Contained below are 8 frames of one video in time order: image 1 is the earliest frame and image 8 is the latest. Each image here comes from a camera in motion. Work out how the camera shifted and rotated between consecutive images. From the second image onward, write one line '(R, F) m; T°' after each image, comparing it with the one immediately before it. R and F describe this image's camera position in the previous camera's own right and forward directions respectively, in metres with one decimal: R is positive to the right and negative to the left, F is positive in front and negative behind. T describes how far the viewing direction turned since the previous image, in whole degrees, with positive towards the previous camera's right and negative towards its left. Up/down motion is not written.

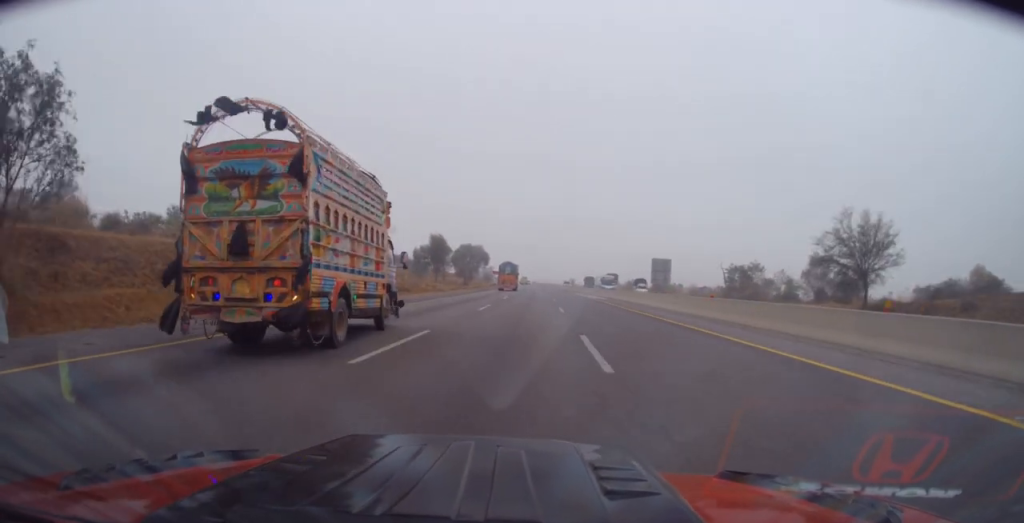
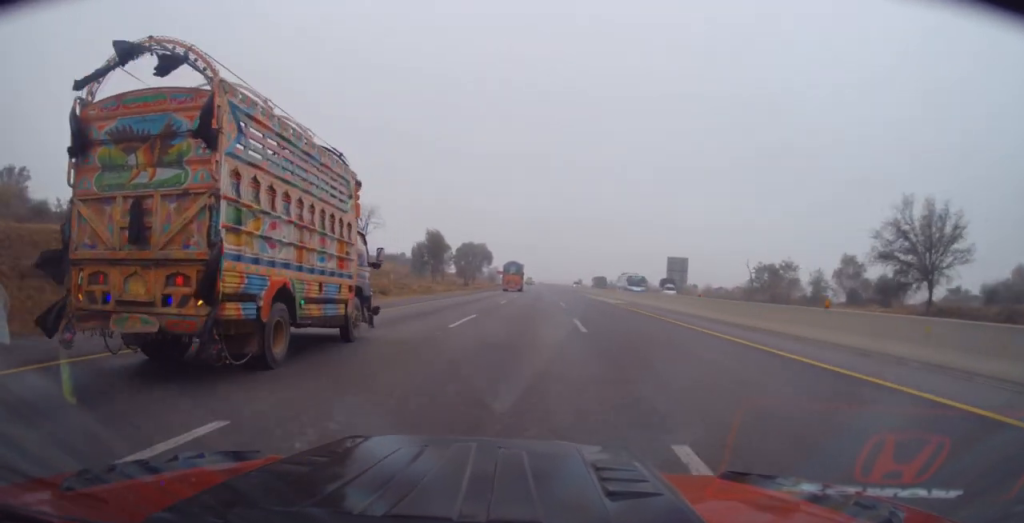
(-0.1, +9.9) m; -1°
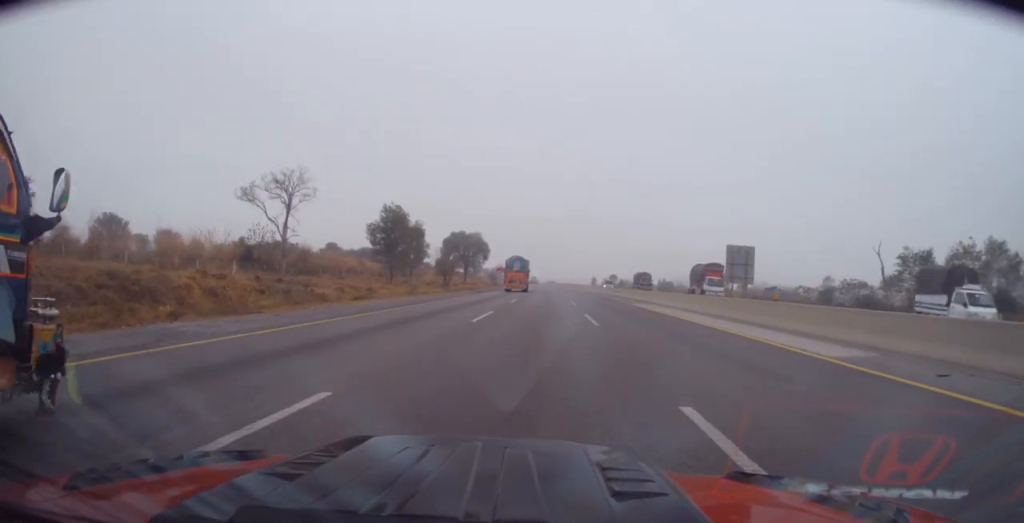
(-0.7, +34.1) m; -1°
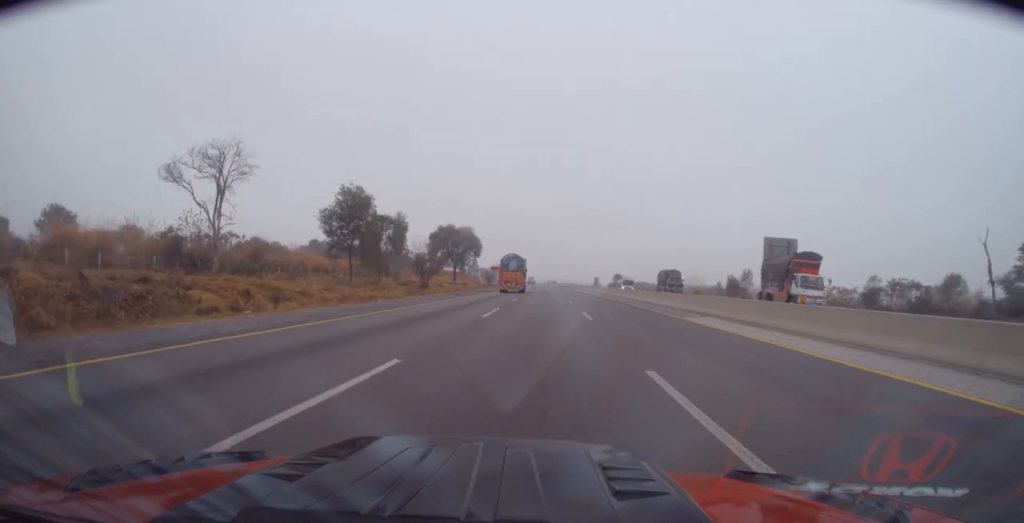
(+0.1, +15.1) m; +1°
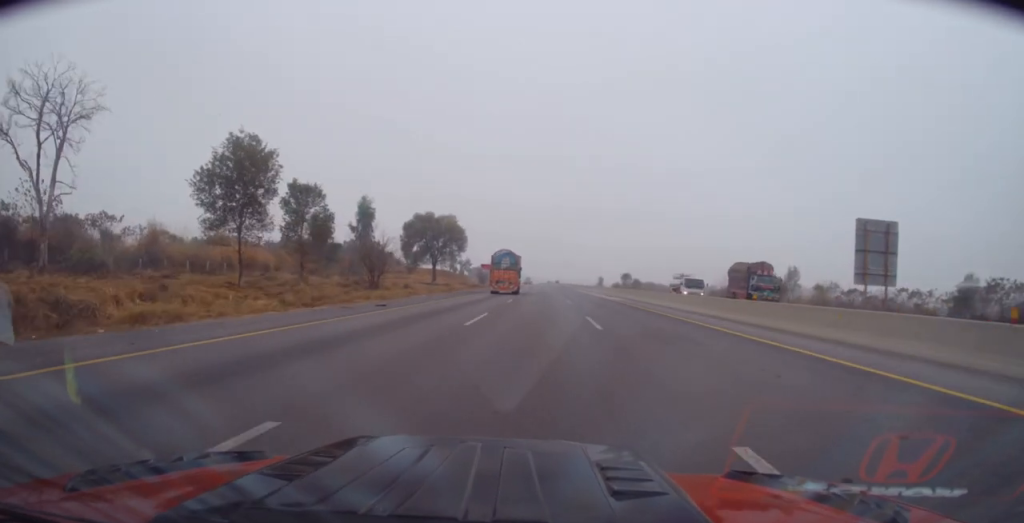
(+0.3, +22.6) m; 0°
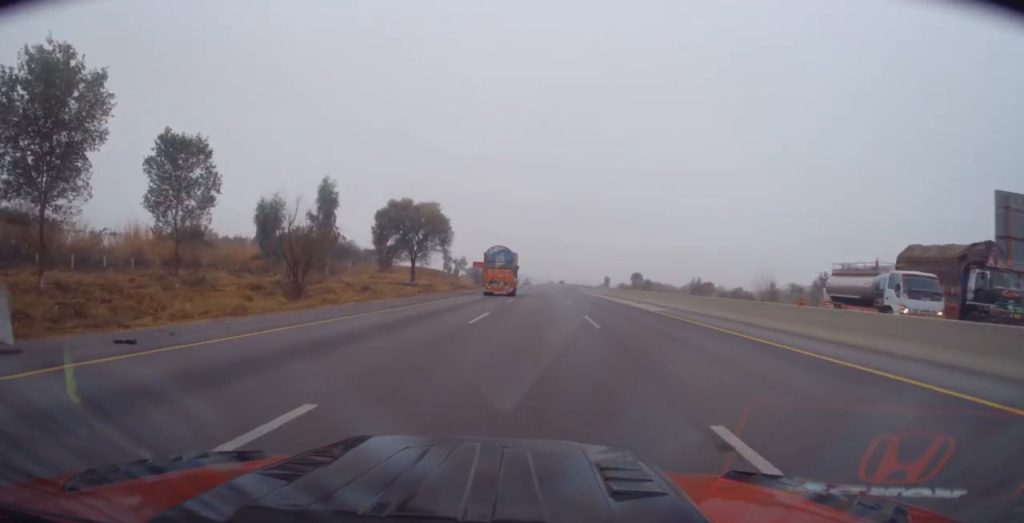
(-0.3, +17.1) m; -1°
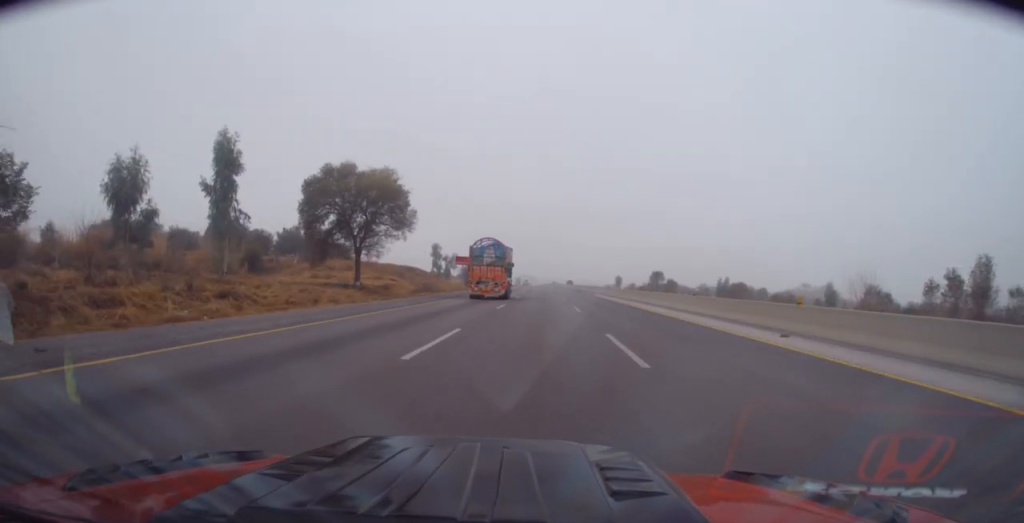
(+0.4, +25.8) m; 0°
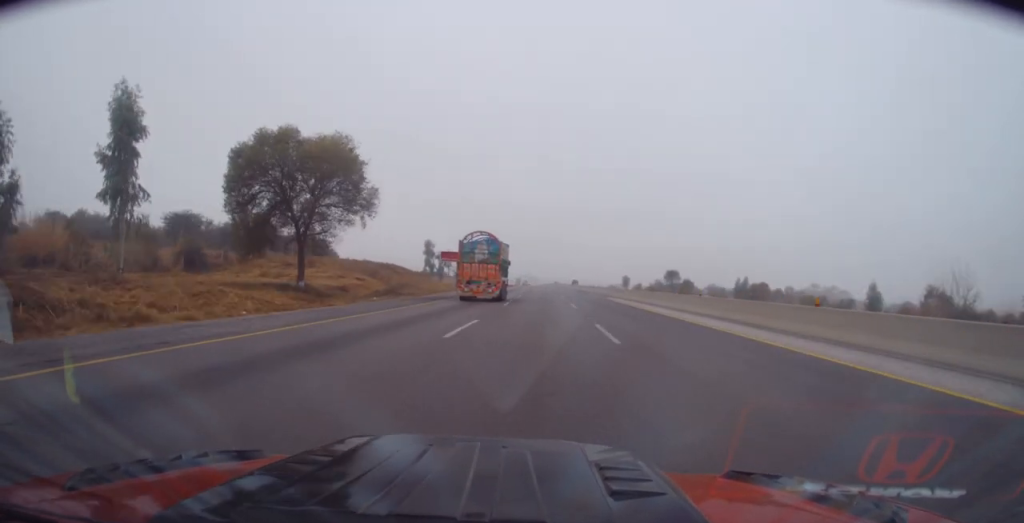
(0.0, +14.2) m; -1°
